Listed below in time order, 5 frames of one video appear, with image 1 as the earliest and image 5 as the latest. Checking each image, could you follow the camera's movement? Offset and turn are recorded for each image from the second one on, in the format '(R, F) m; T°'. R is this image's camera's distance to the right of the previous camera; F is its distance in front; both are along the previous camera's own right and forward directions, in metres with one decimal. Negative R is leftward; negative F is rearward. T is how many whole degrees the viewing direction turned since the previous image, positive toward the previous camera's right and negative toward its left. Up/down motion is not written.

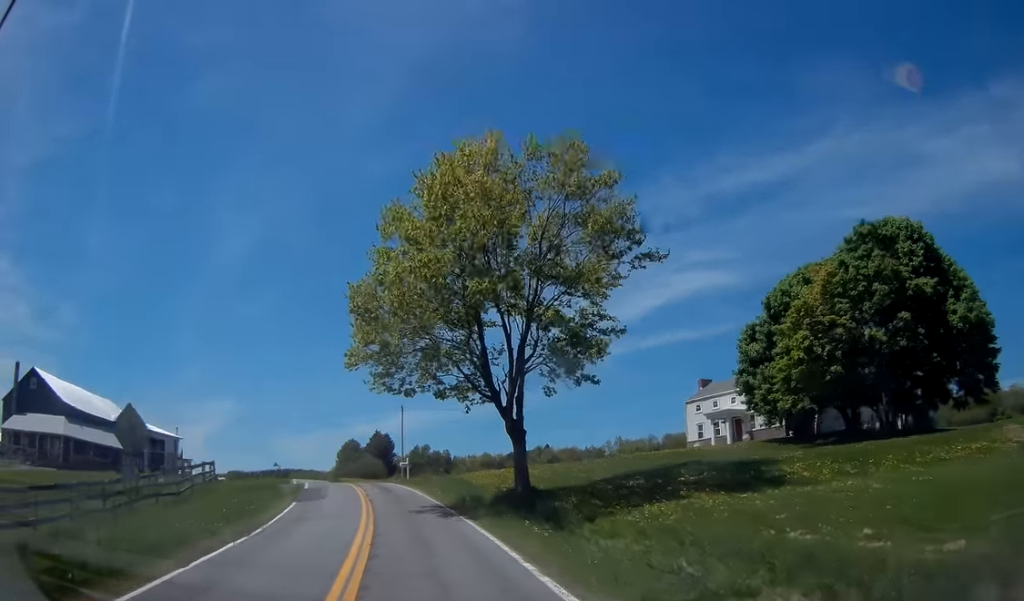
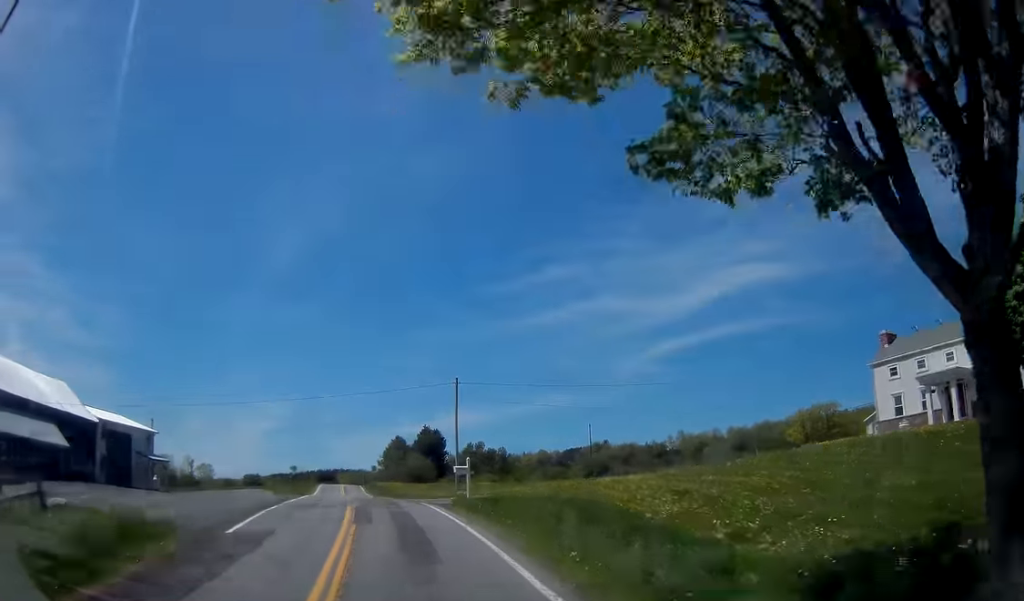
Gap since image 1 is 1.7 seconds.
(-1.0, +21.2) m; -6°
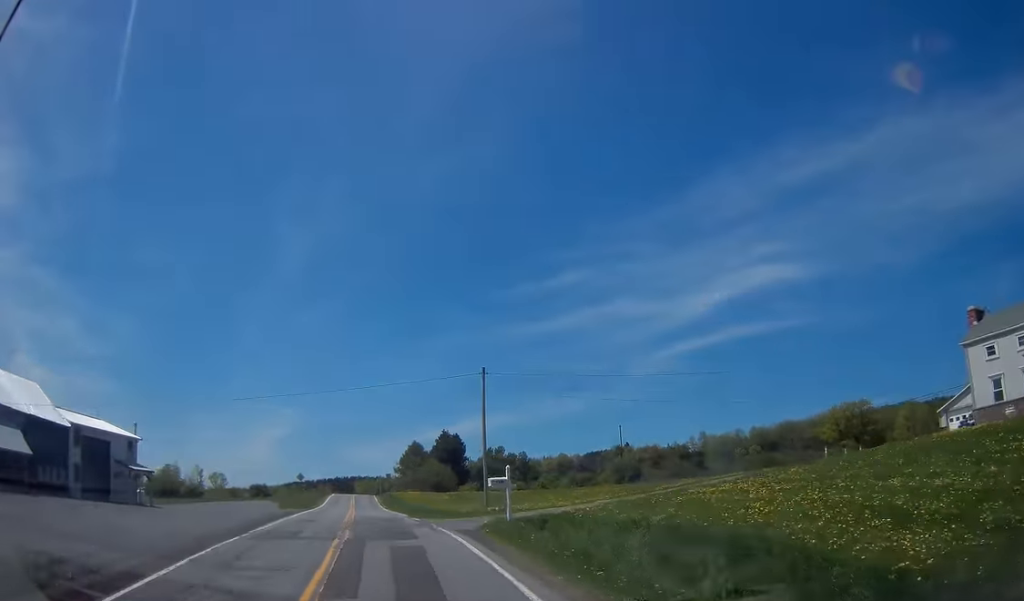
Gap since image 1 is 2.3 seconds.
(-0.3, +7.5) m; -2°
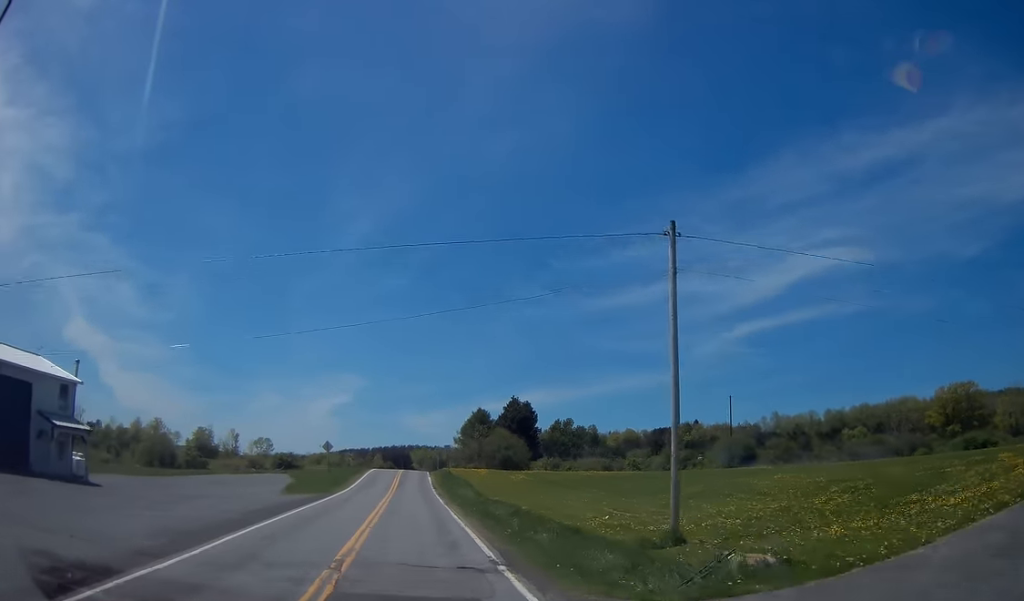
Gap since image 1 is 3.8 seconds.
(-0.5, +19.0) m; -2°
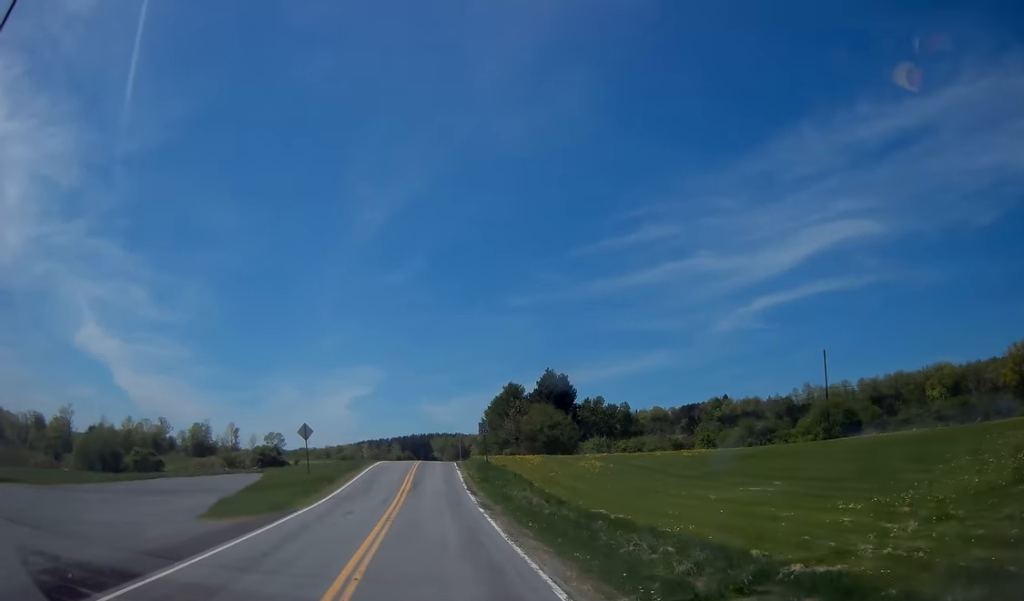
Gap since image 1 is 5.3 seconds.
(+0.2, +19.0) m; -1°
